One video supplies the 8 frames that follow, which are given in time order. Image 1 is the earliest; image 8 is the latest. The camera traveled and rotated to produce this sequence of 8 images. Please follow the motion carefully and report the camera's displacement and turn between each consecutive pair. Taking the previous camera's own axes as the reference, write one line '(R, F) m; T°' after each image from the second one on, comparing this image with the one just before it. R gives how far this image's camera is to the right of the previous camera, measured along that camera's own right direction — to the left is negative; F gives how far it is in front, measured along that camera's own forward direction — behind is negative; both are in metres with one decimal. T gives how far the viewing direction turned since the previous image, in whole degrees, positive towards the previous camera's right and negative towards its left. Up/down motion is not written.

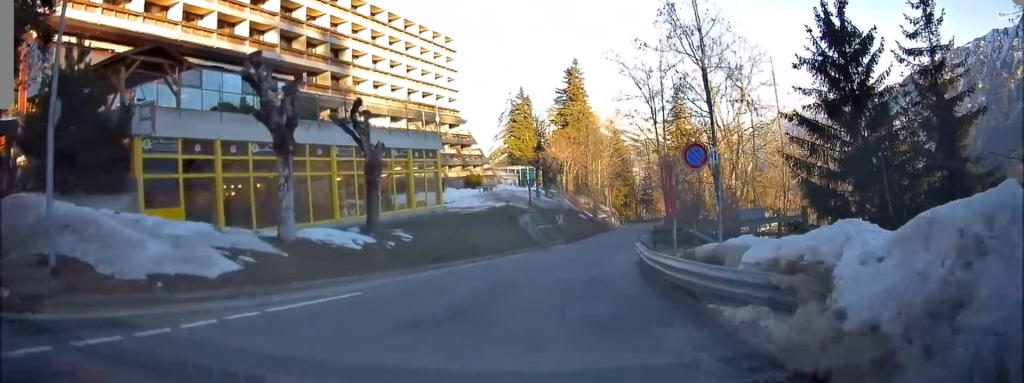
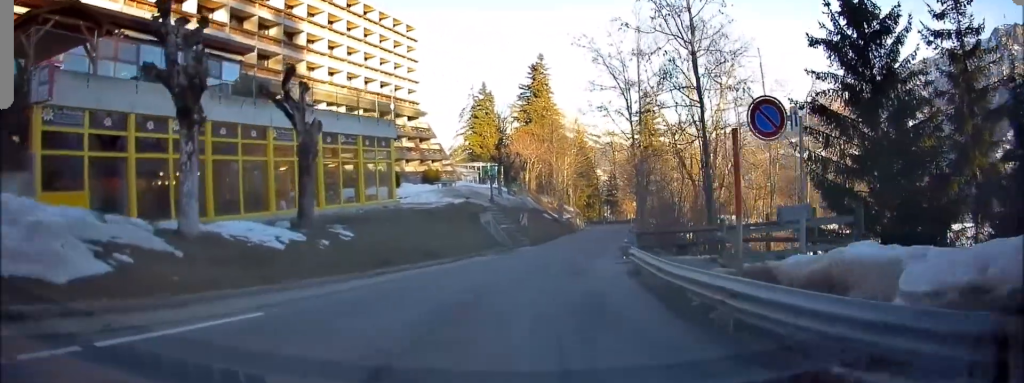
(+0.1, +3.6) m; +3°
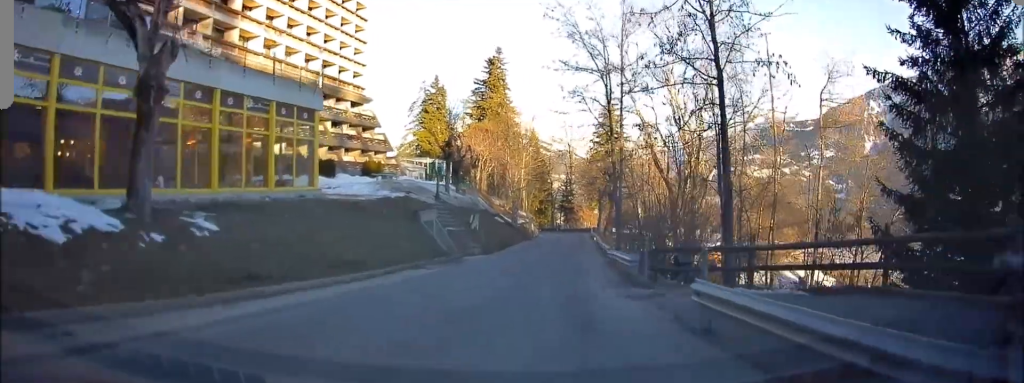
(+0.4, +6.8) m; +6°
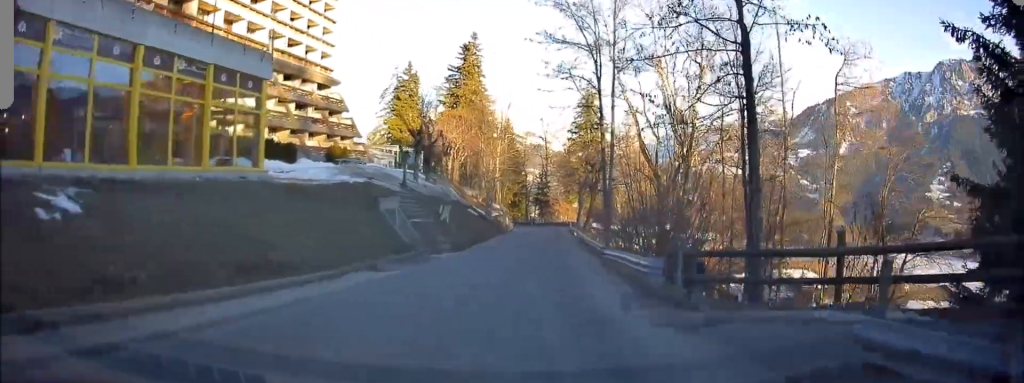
(+0.1, +4.0) m; +3°
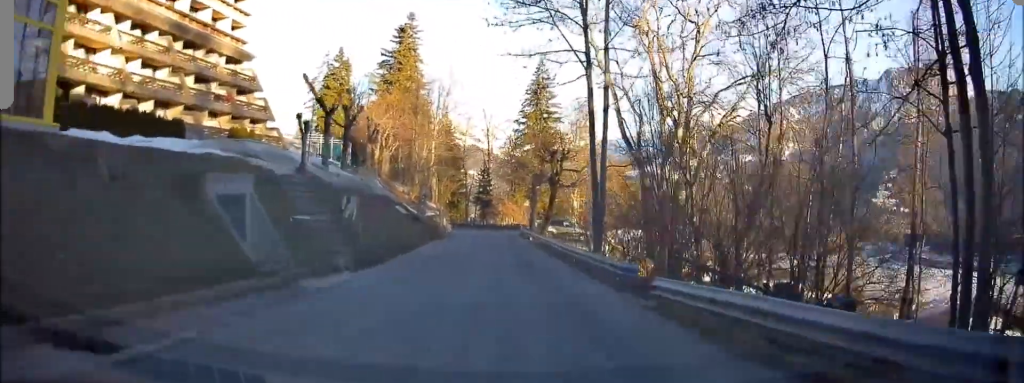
(+0.6, +10.0) m; +3°
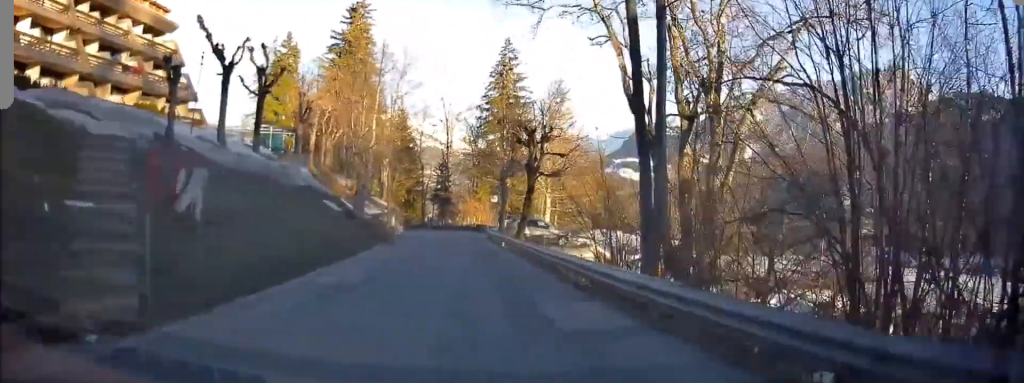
(-0.4, +9.0) m; -5°
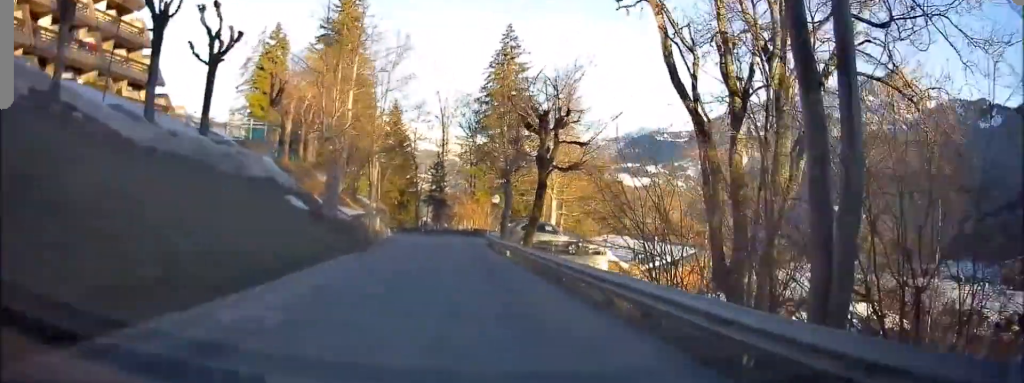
(-0.2, +5.6) m; -1°
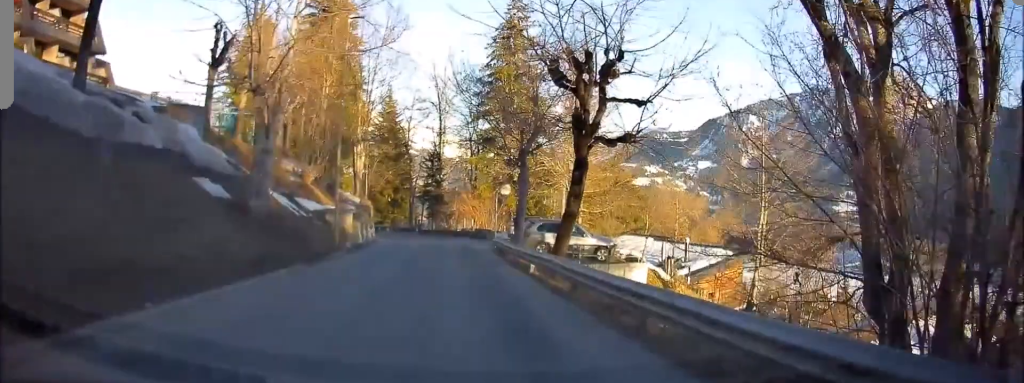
(+0.2, +8.2) m; +3°
